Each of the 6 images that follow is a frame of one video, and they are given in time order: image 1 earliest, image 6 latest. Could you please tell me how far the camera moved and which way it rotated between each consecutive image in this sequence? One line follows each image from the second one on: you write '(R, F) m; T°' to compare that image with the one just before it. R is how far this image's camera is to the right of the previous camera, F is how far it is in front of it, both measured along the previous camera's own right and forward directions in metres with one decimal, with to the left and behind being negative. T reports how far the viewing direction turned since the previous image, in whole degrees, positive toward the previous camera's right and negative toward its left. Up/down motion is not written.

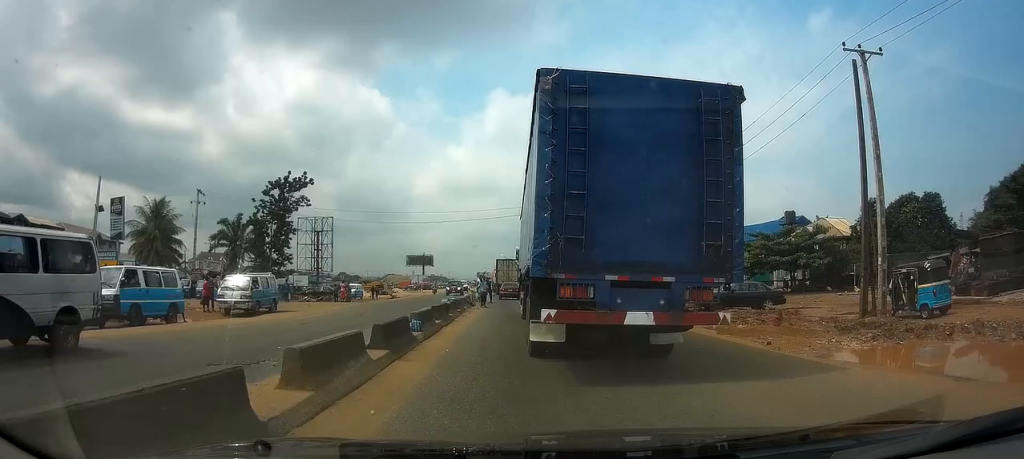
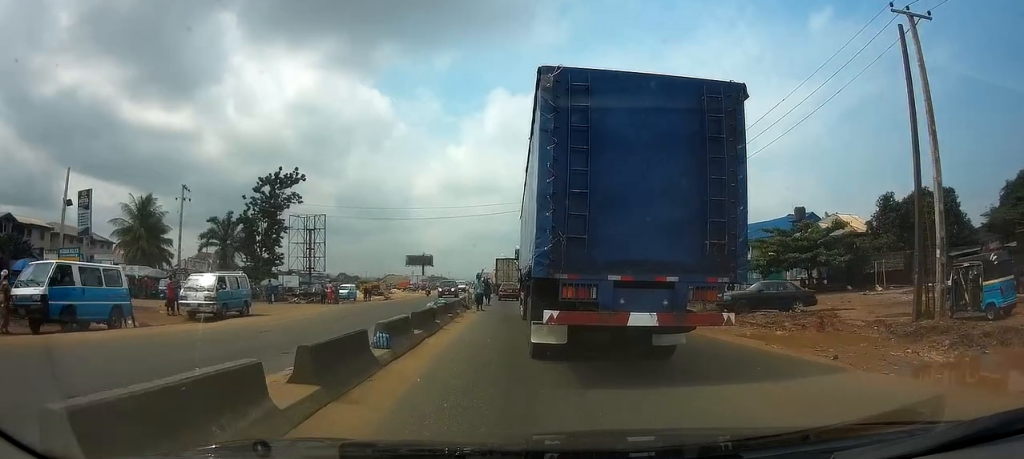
(0.0, +3.1) m; 0°
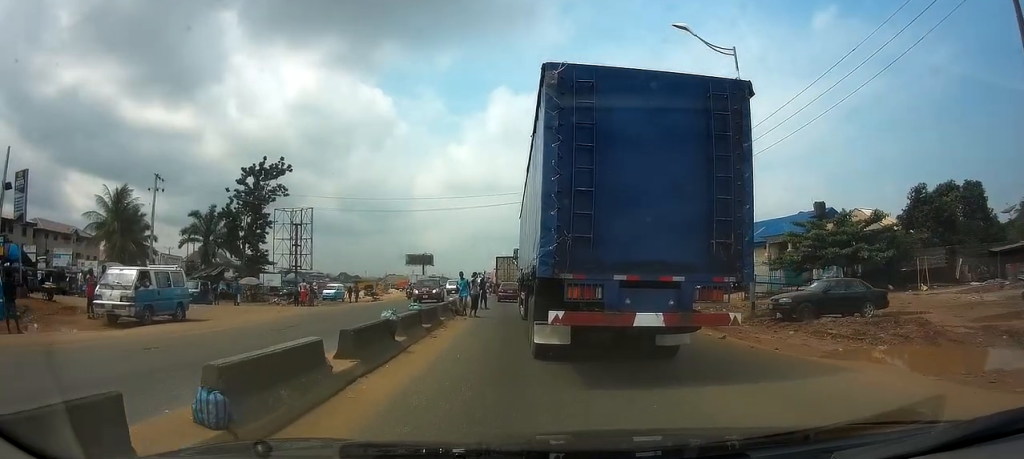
(0.0, +5.5) m; 0°
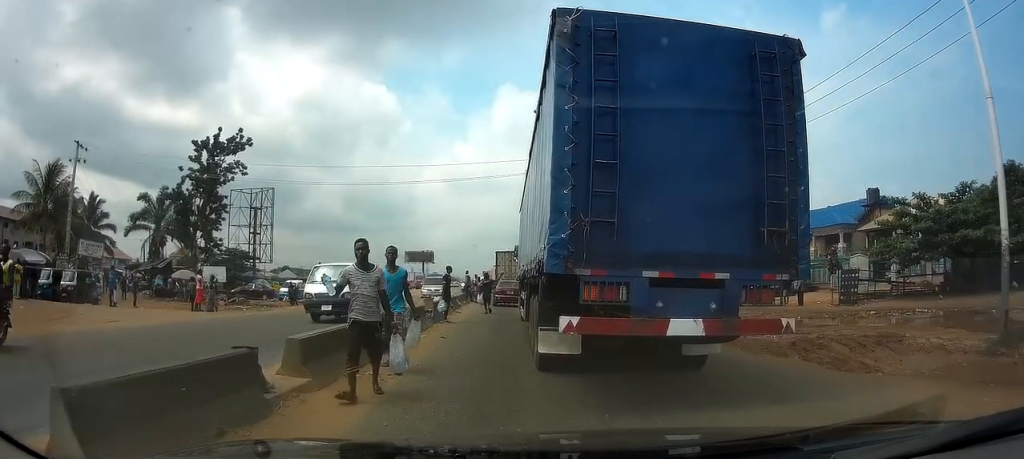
(-0.3, +11.9) m; -2°
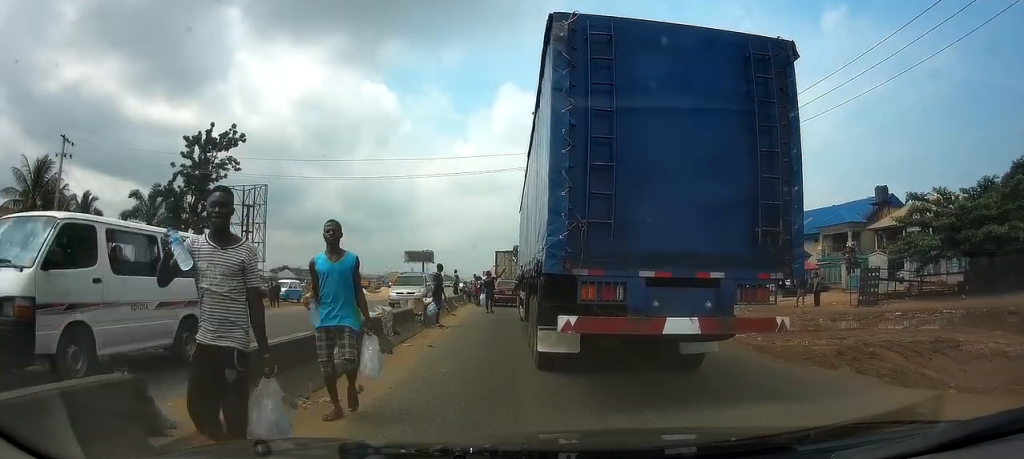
(0.0, +1.6) m; +1°
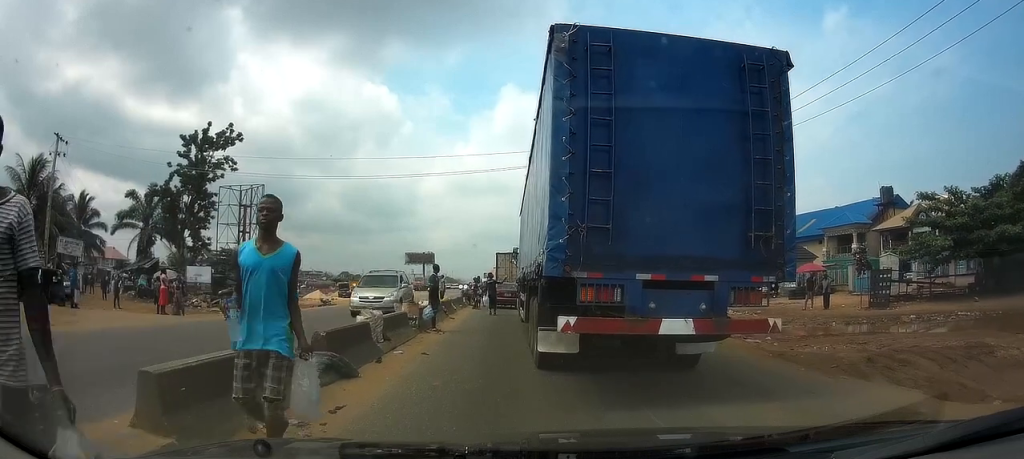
(0.0, +0.9) m; -1°
